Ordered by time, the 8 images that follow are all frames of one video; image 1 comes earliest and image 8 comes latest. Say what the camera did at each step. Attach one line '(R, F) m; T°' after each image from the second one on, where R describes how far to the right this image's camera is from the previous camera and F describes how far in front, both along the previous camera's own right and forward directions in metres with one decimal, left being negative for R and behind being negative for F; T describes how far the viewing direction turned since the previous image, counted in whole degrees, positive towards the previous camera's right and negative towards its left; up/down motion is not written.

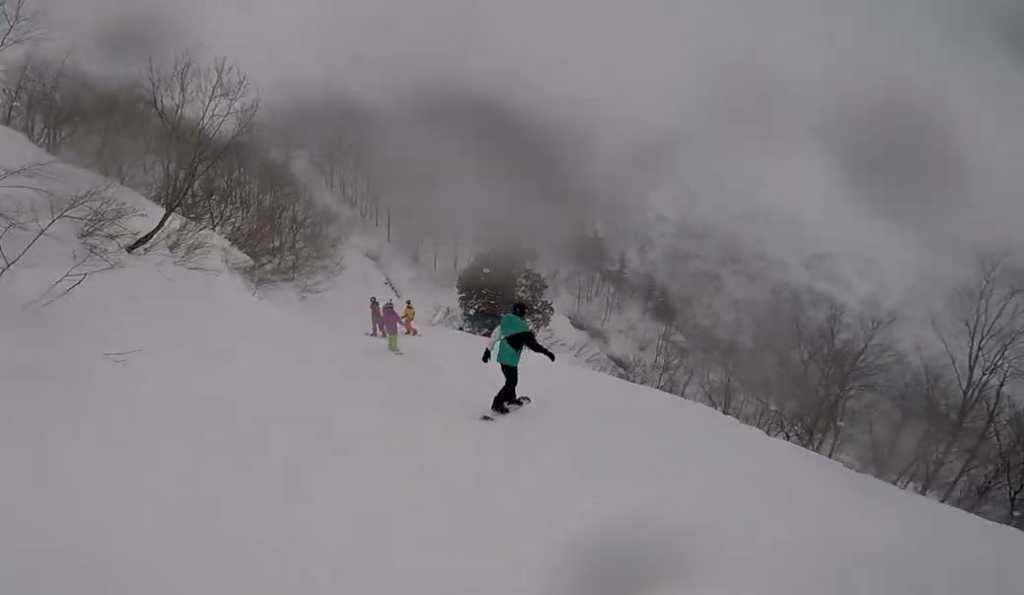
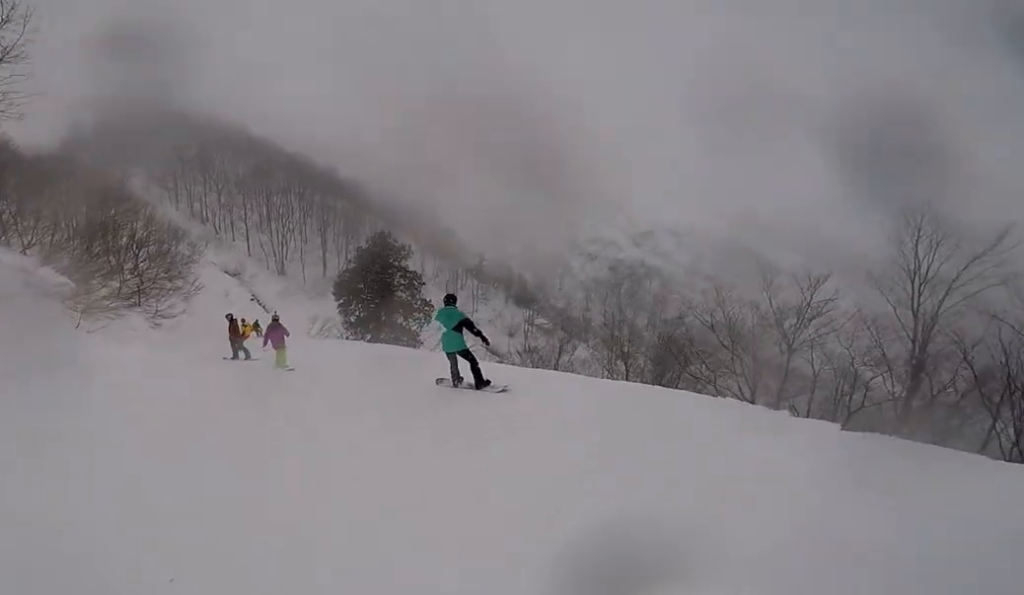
(+0.1, +3.1) m; +11°
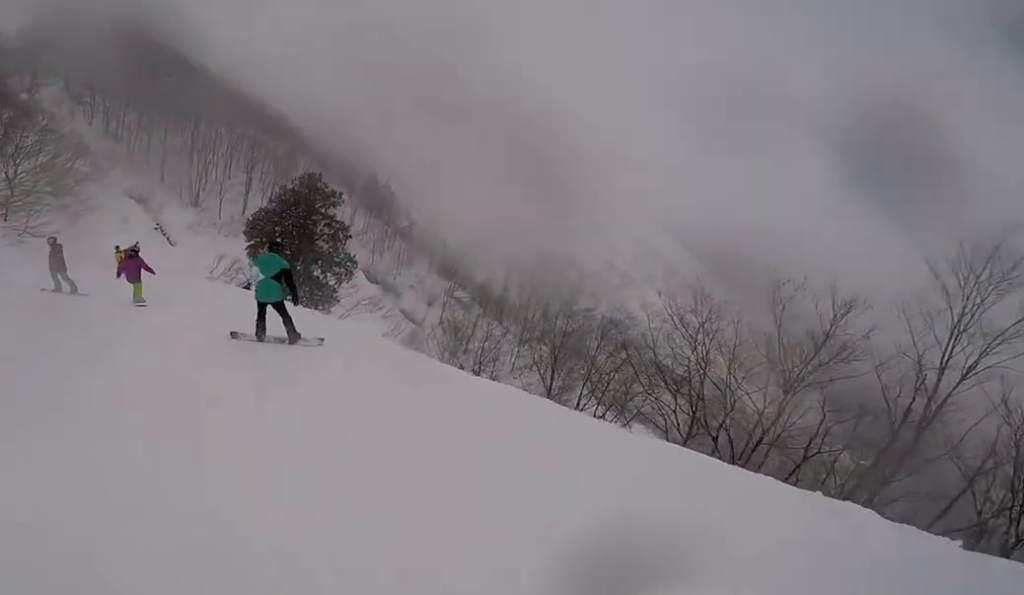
(+0.6, +3.7) m; +13°
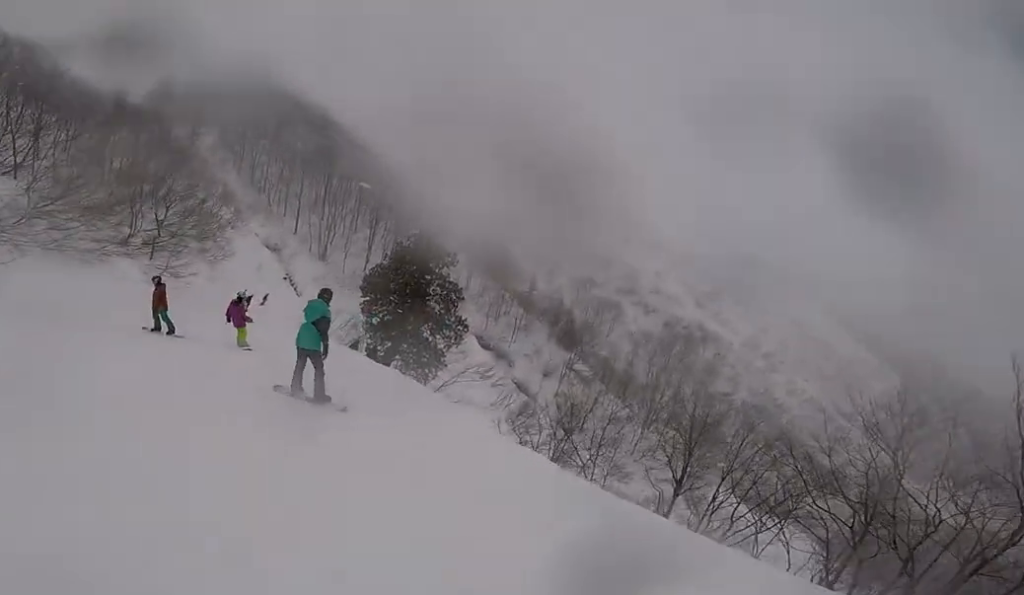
(+0.2, +1.4) m; -2°
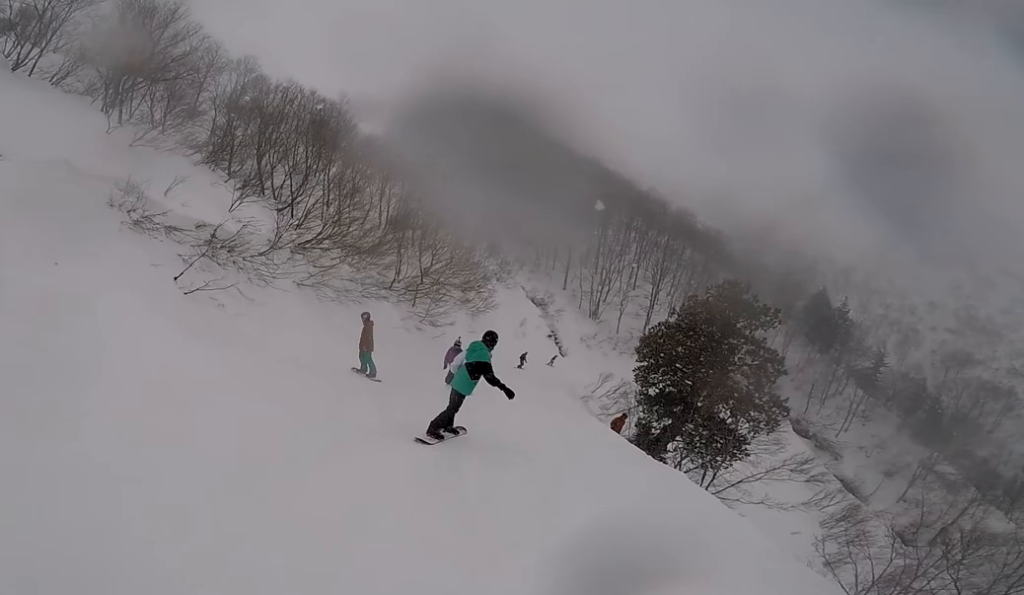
(-0.3, +3.3) m; -20°
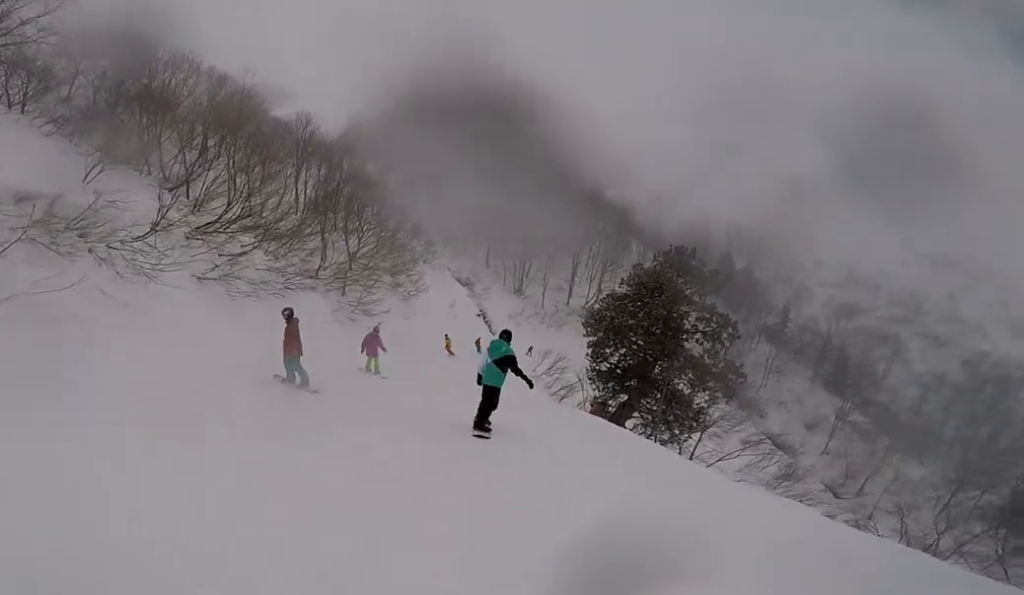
(-0.8, +3.6) m; -10°
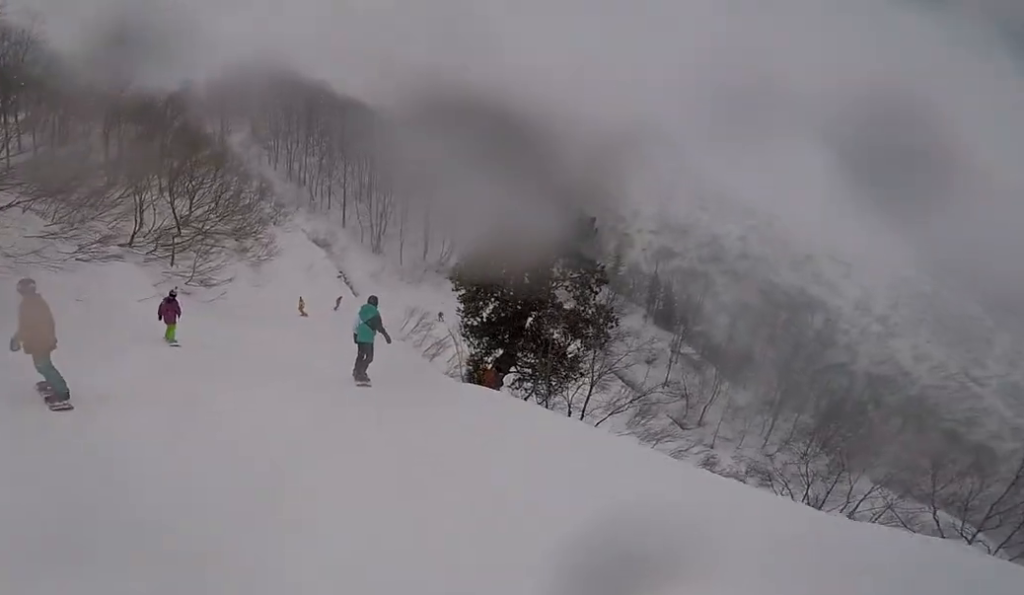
(+0.3, +3.7) m; +16°
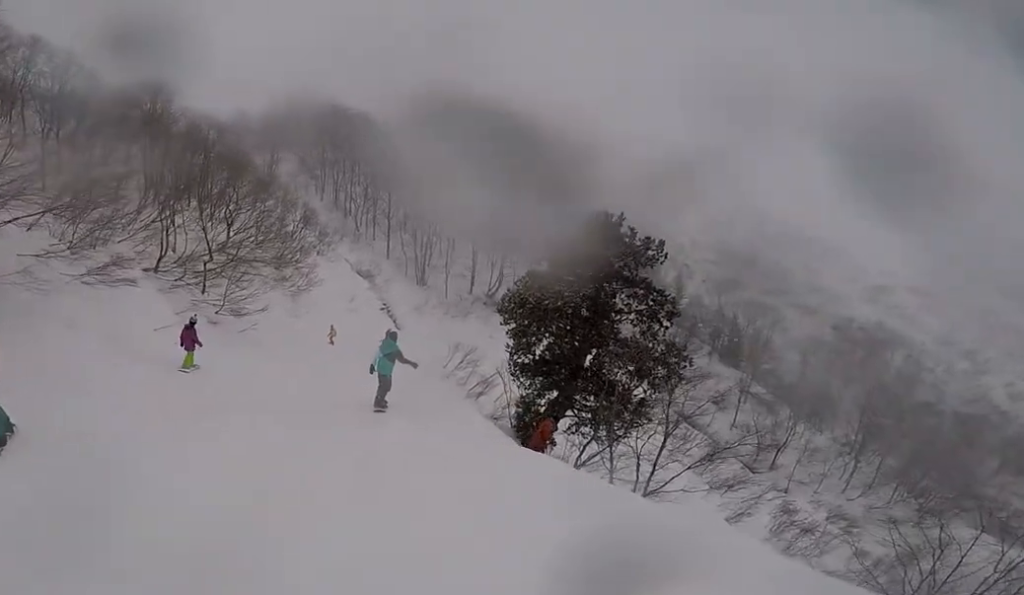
(+0.4, +2.4) m; -2°
